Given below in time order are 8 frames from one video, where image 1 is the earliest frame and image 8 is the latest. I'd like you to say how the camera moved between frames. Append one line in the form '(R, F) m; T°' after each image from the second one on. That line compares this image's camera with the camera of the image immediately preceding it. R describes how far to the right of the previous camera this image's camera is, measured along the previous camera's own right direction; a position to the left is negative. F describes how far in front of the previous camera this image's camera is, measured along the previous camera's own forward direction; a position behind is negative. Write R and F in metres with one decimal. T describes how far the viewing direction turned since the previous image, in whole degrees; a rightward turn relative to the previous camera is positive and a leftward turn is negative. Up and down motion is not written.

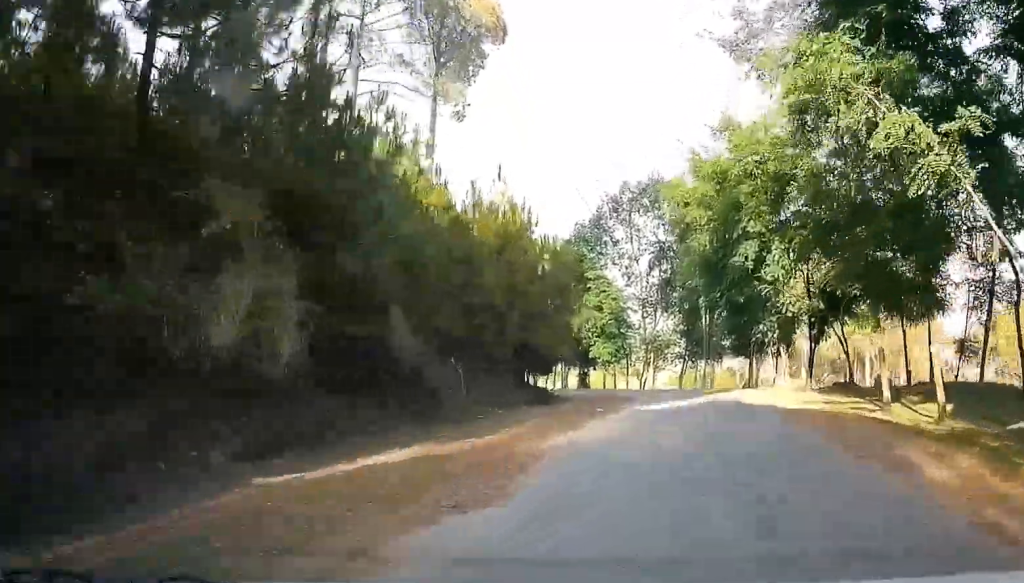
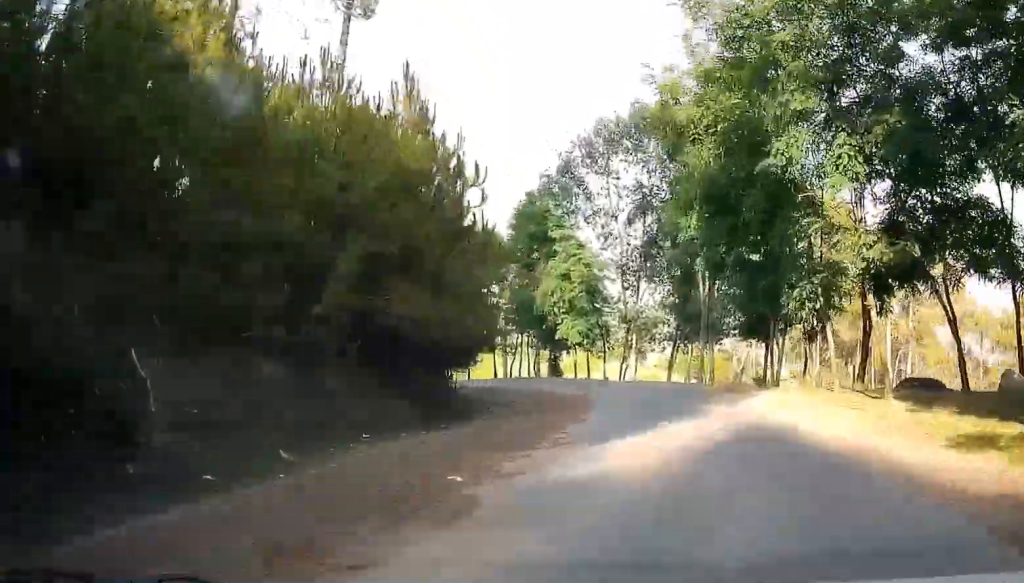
(-0.3, +11.0) m; -3°
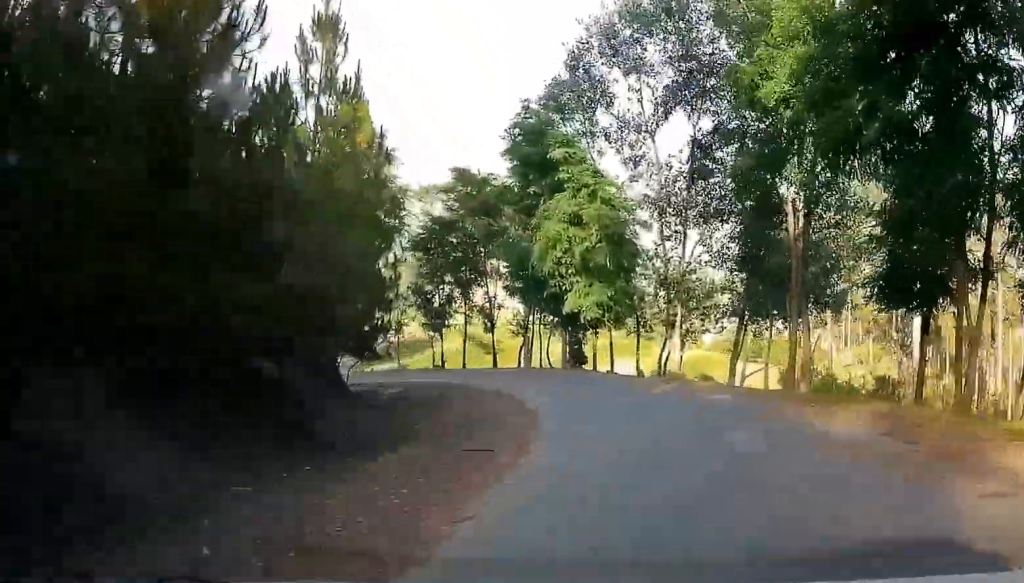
(-0.4, +14.2) m; -4°
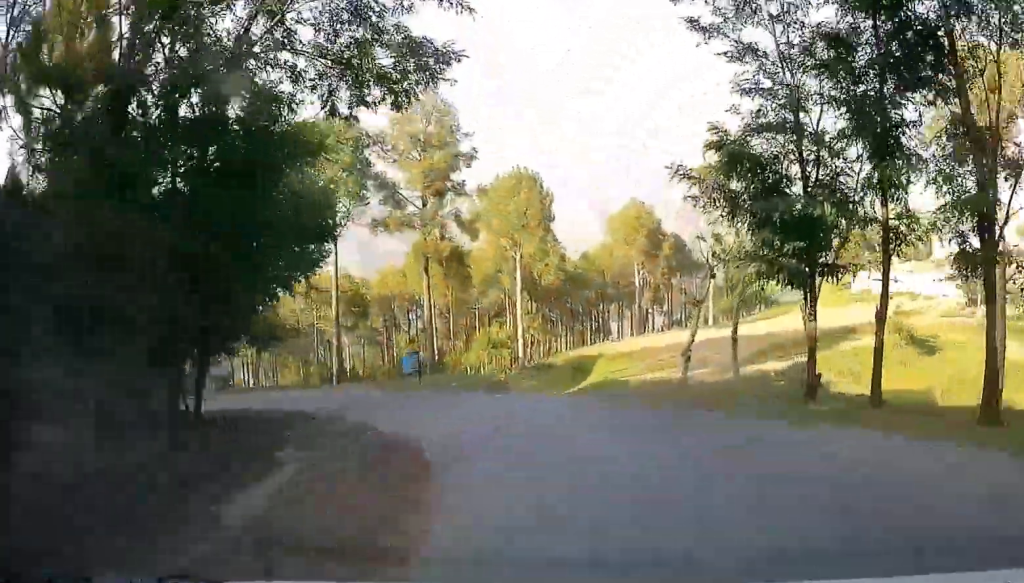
(-5.9, +32.0) m; -30°
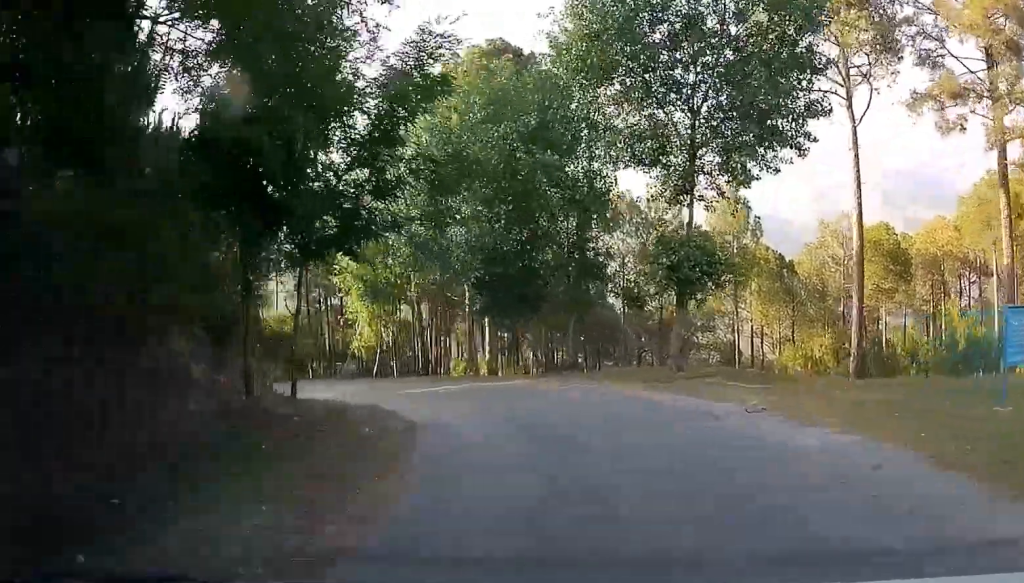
(-7.8, +21.3) m; -38°
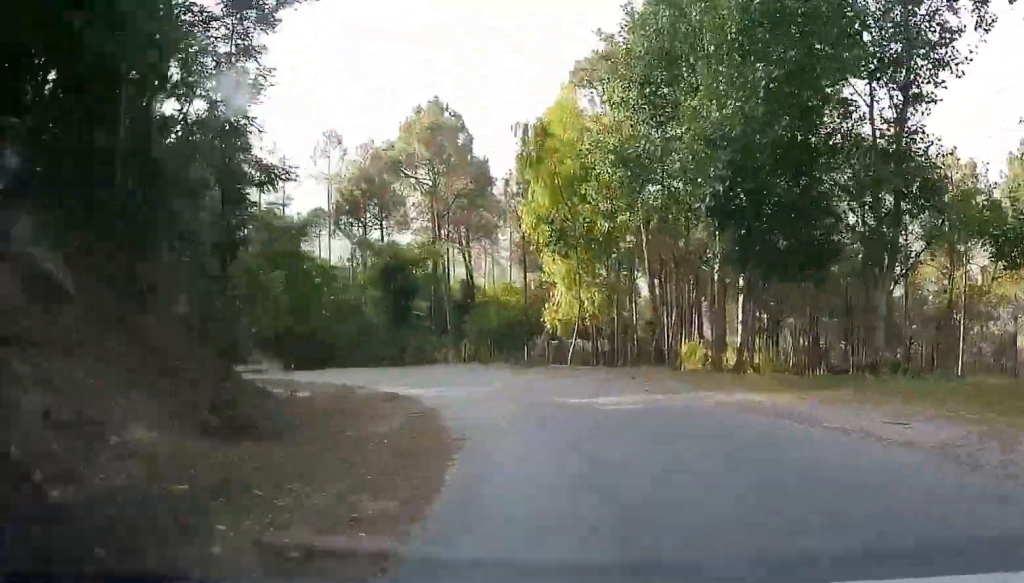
(-2.0, +11.5) m; -21°
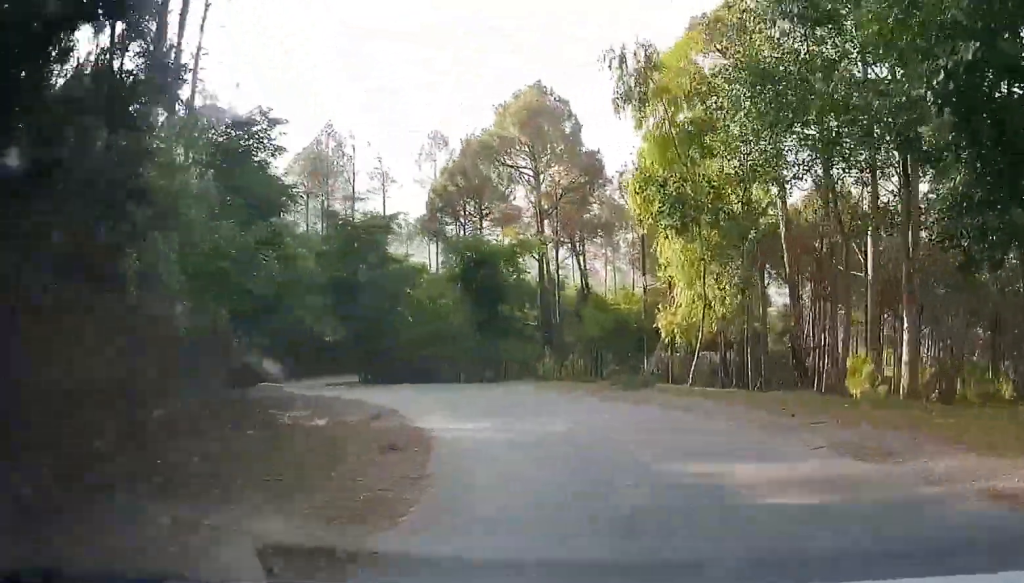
(-0.5, +7.2) m; -13°
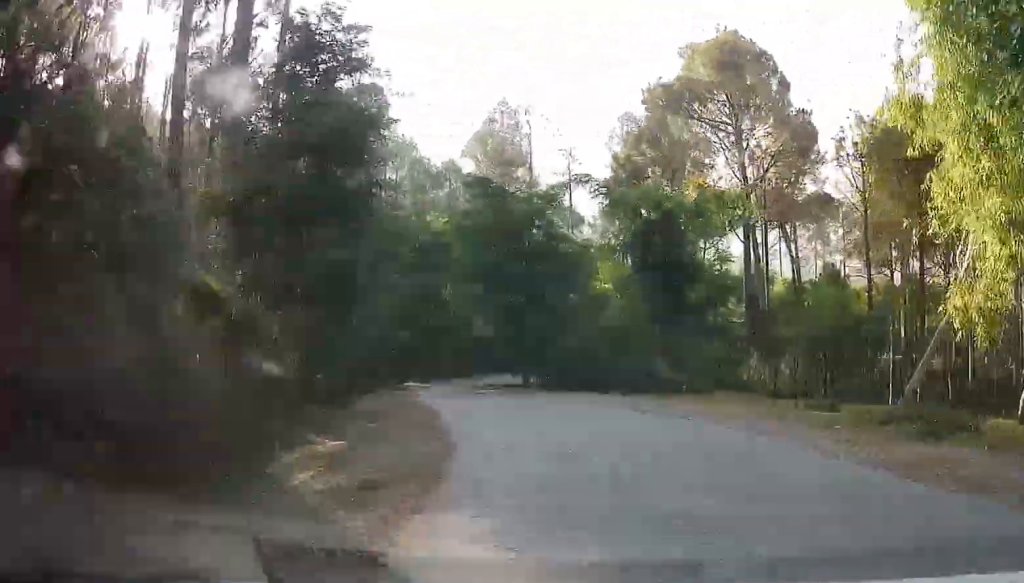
(-1.9, +9.5) m; -13°
